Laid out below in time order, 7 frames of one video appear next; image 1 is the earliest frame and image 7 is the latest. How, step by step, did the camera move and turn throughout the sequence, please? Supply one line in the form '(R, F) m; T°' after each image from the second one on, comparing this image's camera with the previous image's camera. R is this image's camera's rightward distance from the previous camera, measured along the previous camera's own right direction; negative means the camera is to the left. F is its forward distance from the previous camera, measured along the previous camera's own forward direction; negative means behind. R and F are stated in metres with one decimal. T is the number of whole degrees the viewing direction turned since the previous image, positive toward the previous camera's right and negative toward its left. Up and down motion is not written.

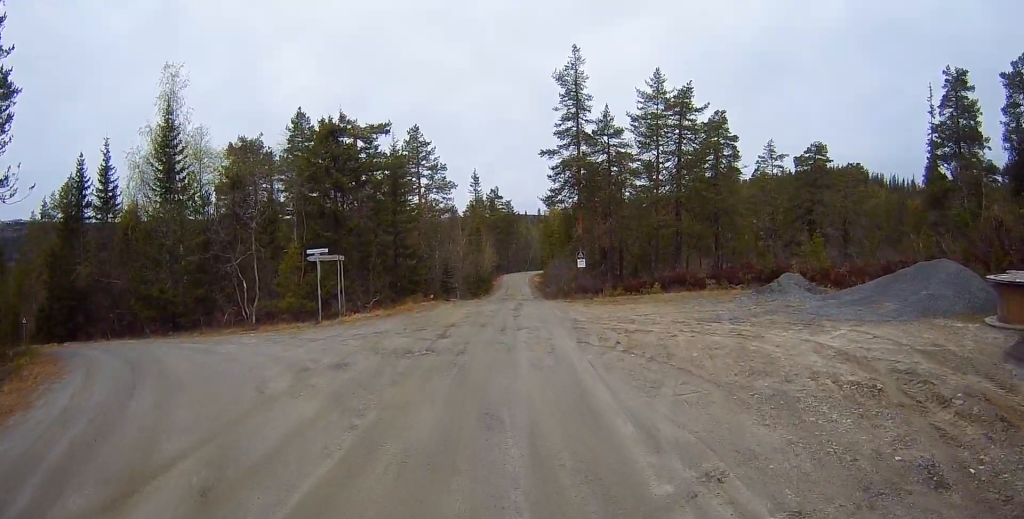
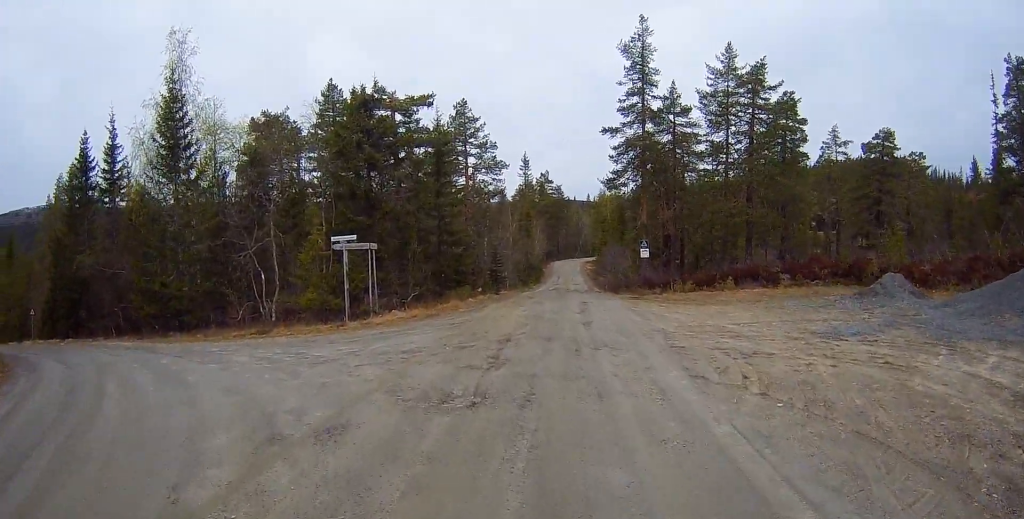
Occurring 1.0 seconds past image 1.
(-0.6, +4.5) m; -8°
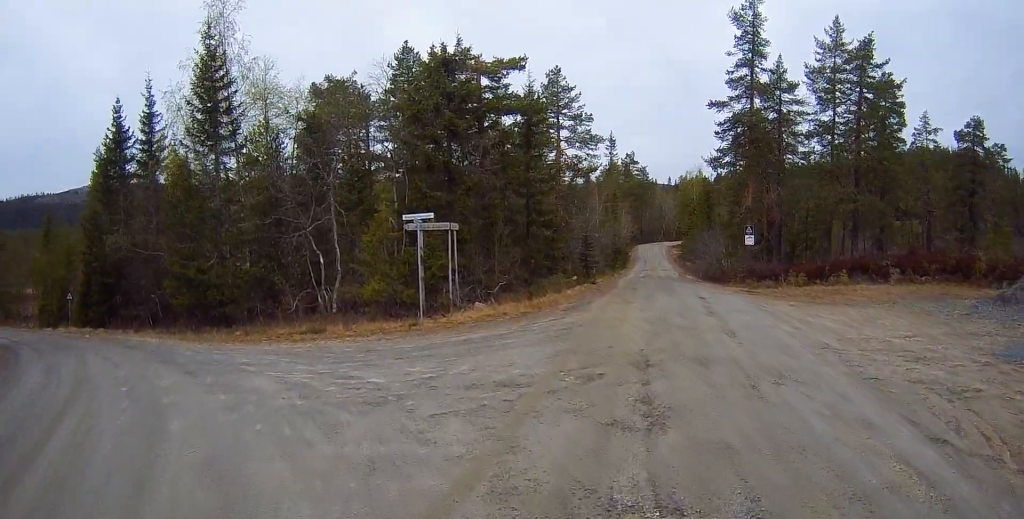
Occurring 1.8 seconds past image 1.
(0.0, +3.9) m; -7°
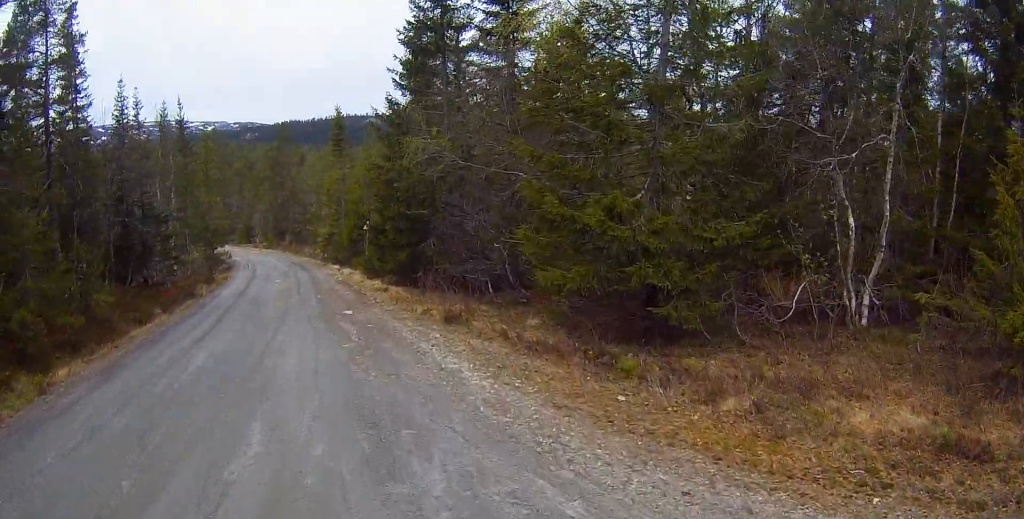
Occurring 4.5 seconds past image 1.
(-2.4, +11.2) m; -26°
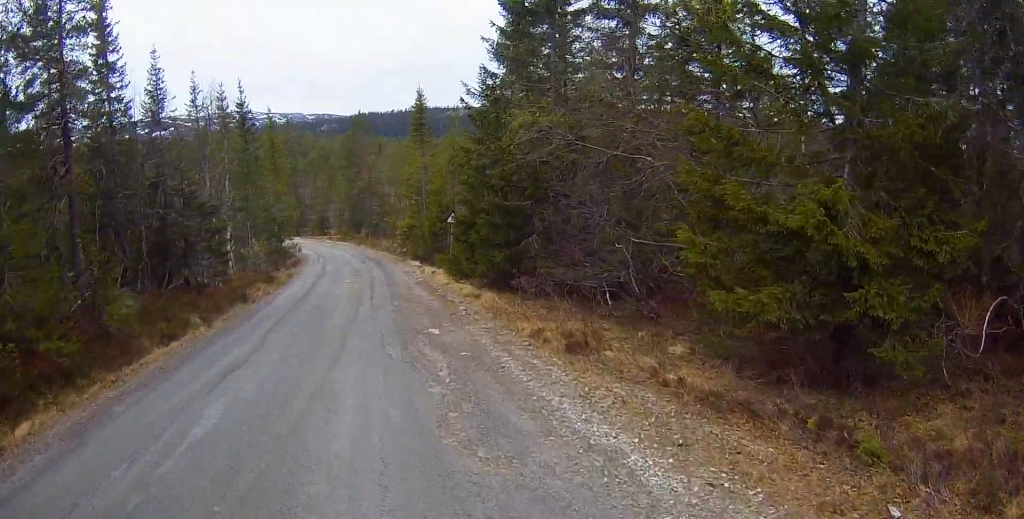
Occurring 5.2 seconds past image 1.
(-0.4, +2.8) m; -5°
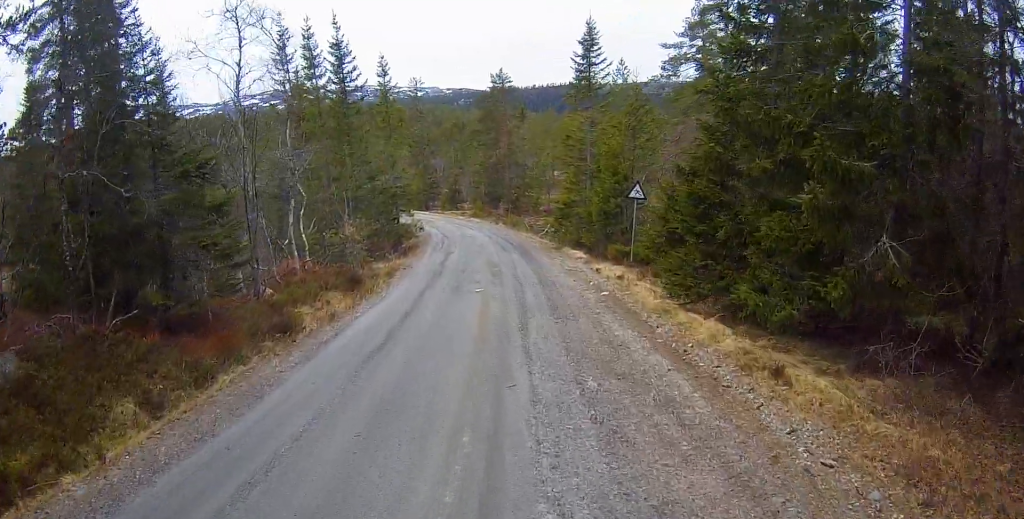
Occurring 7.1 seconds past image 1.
(-0.2, +7.2) m; -7°
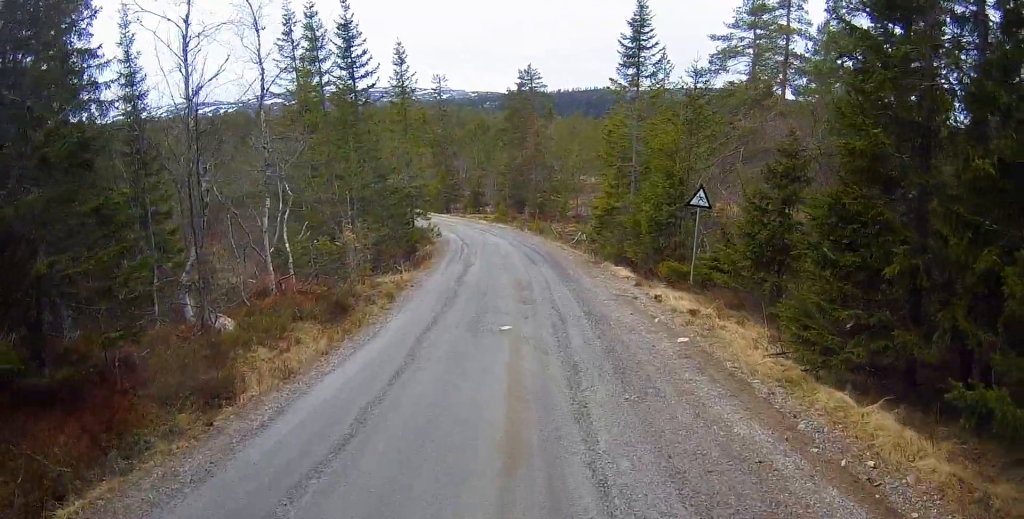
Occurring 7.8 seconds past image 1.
(+0.1, +3.2) m; -4°
